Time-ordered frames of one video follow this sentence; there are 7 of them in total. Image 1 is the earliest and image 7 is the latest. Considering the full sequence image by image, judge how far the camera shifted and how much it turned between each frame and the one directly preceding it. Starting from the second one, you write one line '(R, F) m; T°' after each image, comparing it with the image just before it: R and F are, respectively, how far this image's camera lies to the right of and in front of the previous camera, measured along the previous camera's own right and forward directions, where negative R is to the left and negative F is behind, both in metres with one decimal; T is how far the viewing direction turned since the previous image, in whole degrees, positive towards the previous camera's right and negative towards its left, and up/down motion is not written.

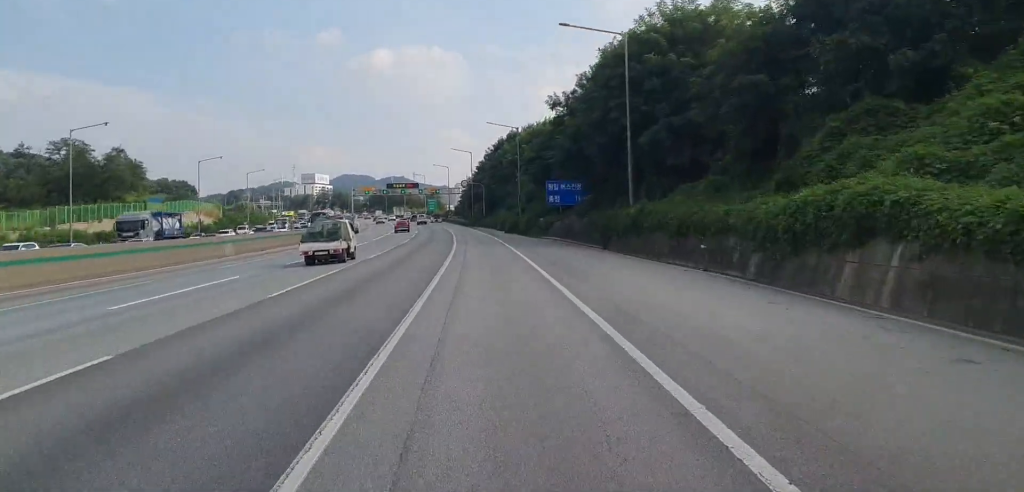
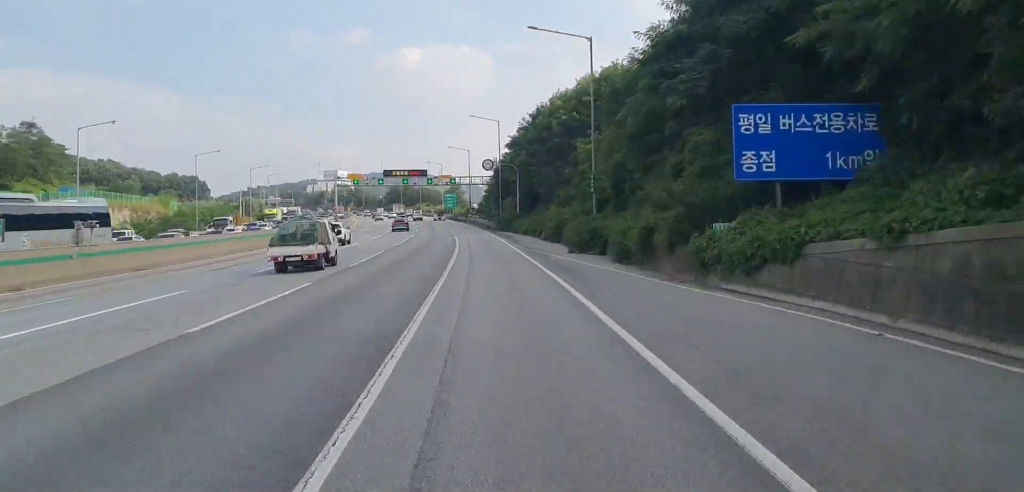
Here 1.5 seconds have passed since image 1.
(-0.2, +43.6) m; -1°
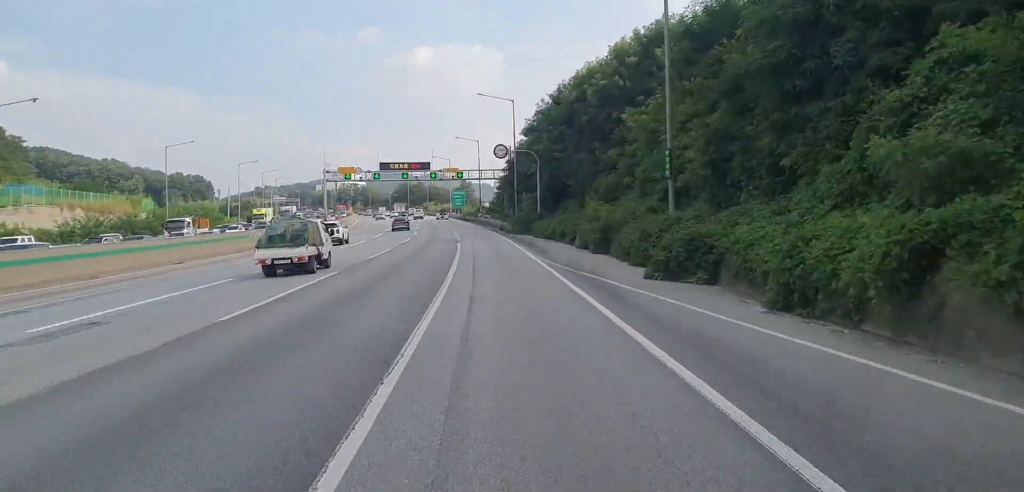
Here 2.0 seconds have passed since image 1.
(-0.1, +15.6) m; 0°
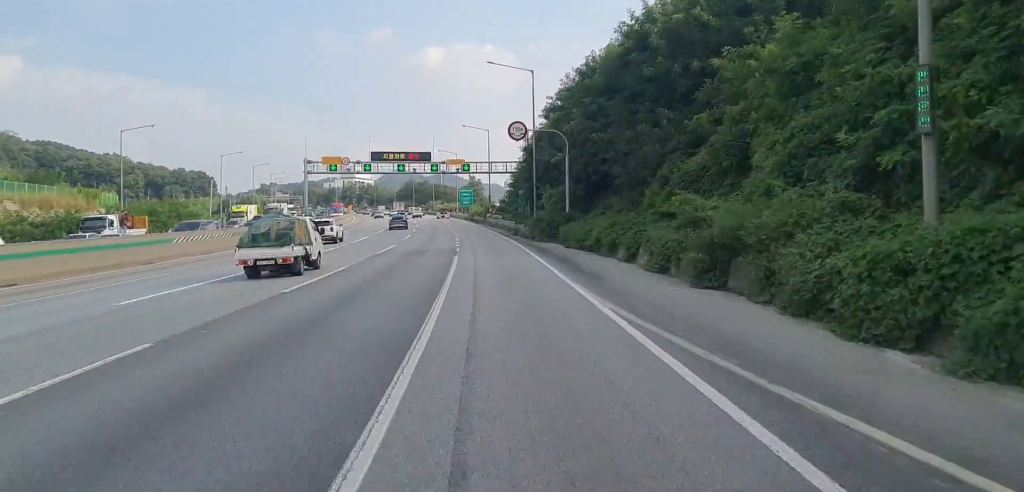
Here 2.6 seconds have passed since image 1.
(0.0, +16.7) m; -1°
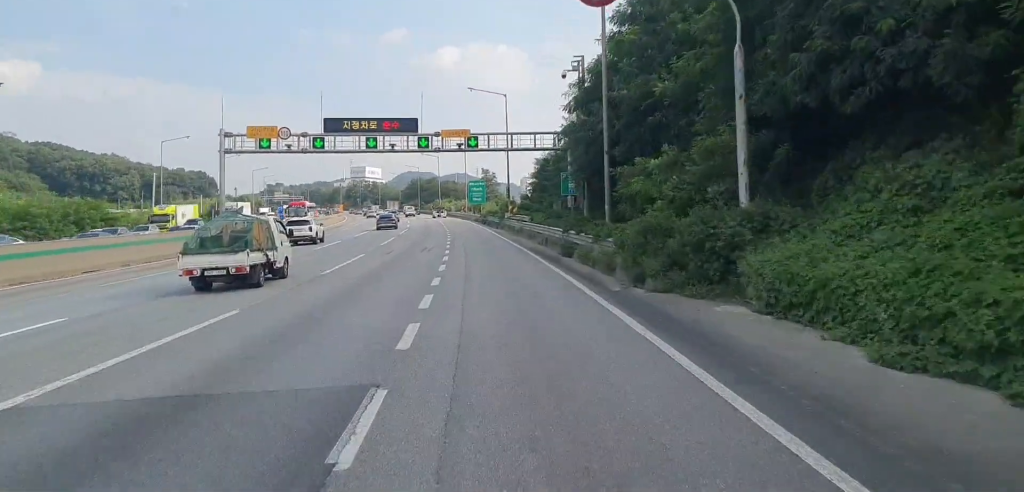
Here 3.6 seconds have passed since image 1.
(-0.5, +29.5) m; -2°
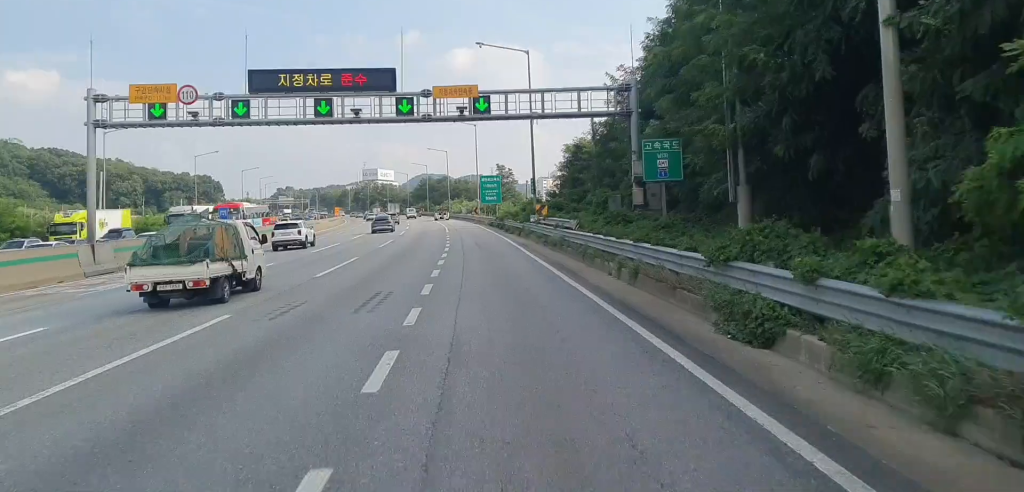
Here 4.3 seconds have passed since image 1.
(-0.3, +19.7) m; -1°
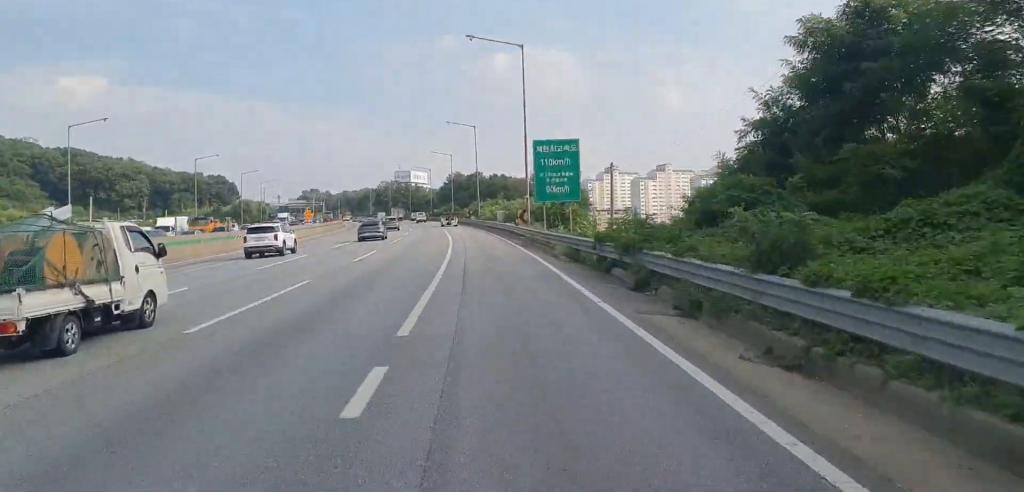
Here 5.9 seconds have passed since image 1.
(-0.7, +49.0) m; -2°
